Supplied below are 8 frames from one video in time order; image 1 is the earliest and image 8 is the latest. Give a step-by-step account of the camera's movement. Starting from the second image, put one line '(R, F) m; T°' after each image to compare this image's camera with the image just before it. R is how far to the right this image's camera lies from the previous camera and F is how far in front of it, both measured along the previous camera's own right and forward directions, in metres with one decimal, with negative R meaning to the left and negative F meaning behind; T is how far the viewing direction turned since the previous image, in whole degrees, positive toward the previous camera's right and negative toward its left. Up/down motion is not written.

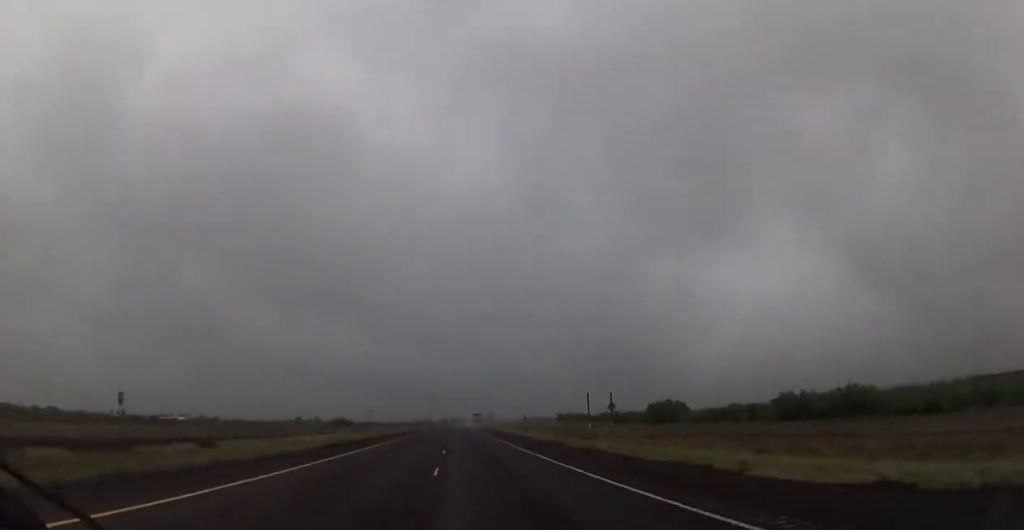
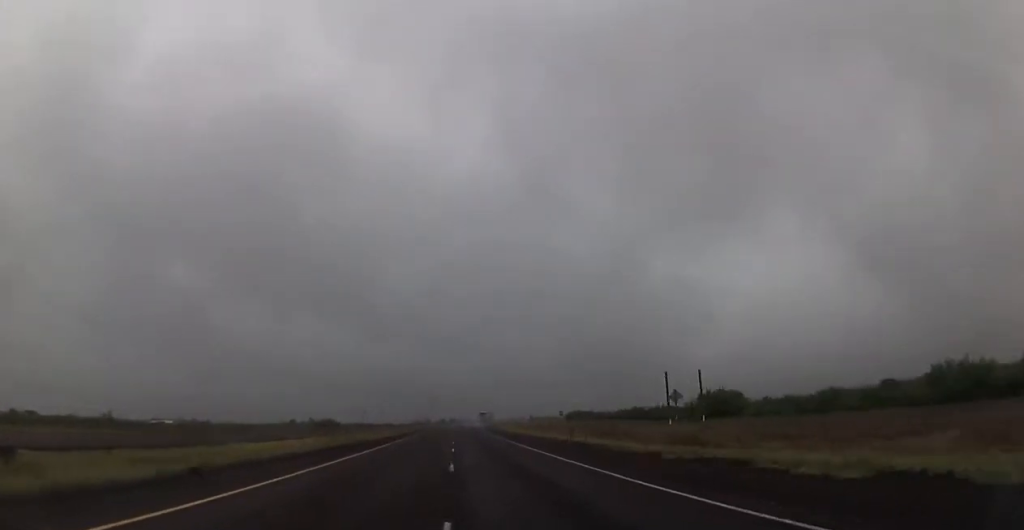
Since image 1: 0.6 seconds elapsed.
(-0.4, +23.0) m; 0°
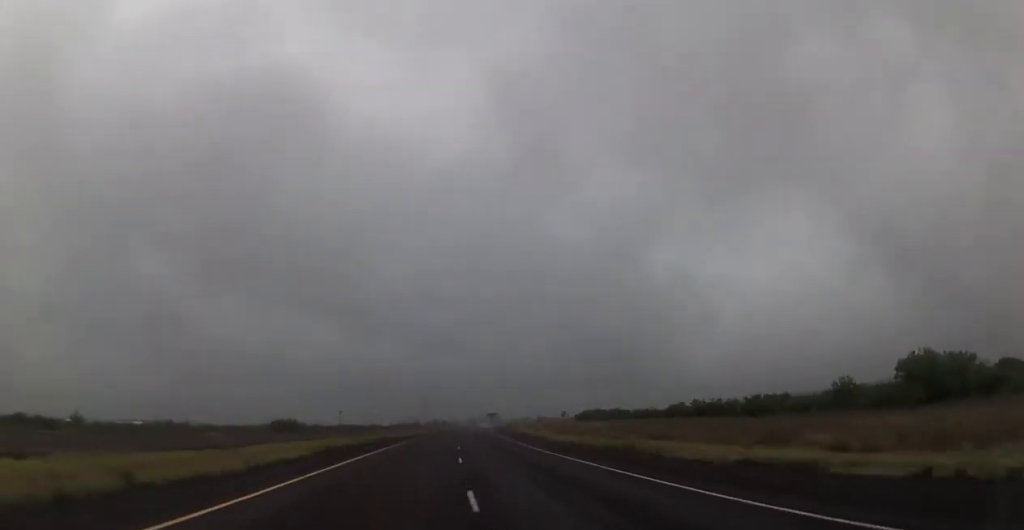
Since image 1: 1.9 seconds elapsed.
(+0.2, +44.8) m; +1°
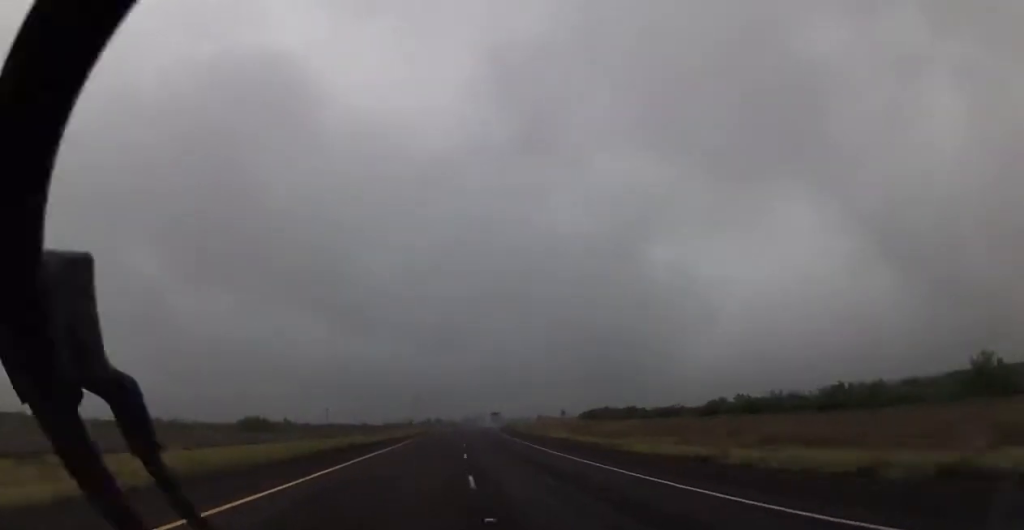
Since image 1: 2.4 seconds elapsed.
(+0.1, +20.6) m; +1°
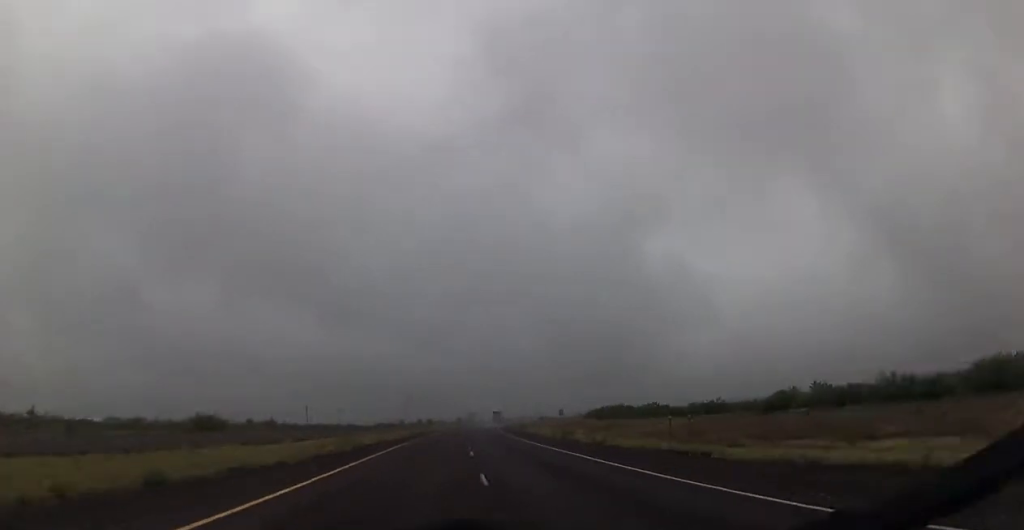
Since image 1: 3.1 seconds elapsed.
(+0.1, +24.2) m; 0°
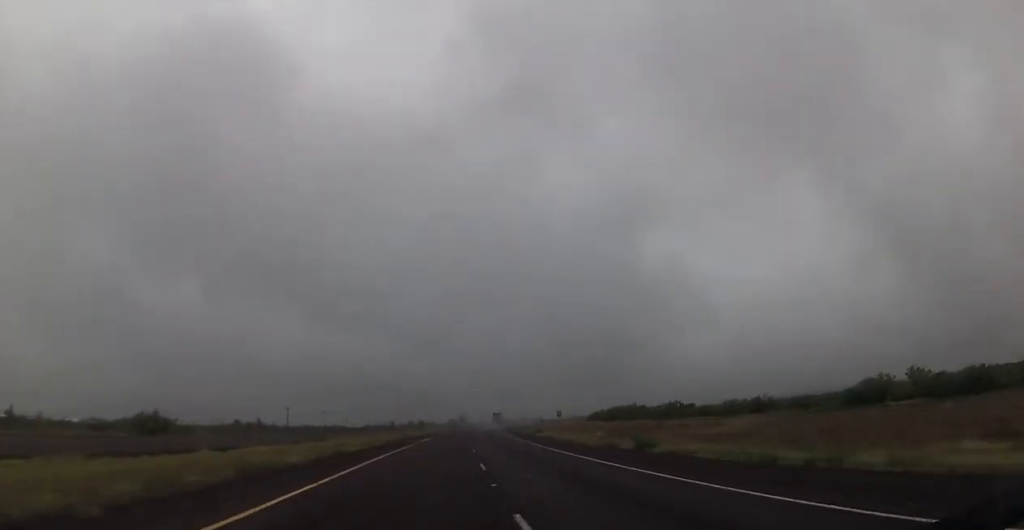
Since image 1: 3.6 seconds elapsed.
(+0.1, +19.3) m; 0°
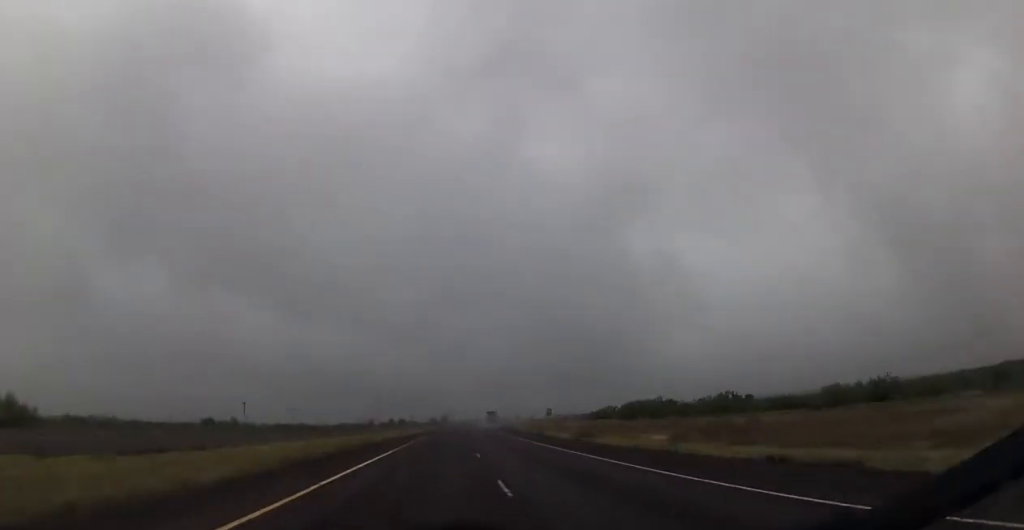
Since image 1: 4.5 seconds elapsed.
(+0.2, +31.4) m; +1°
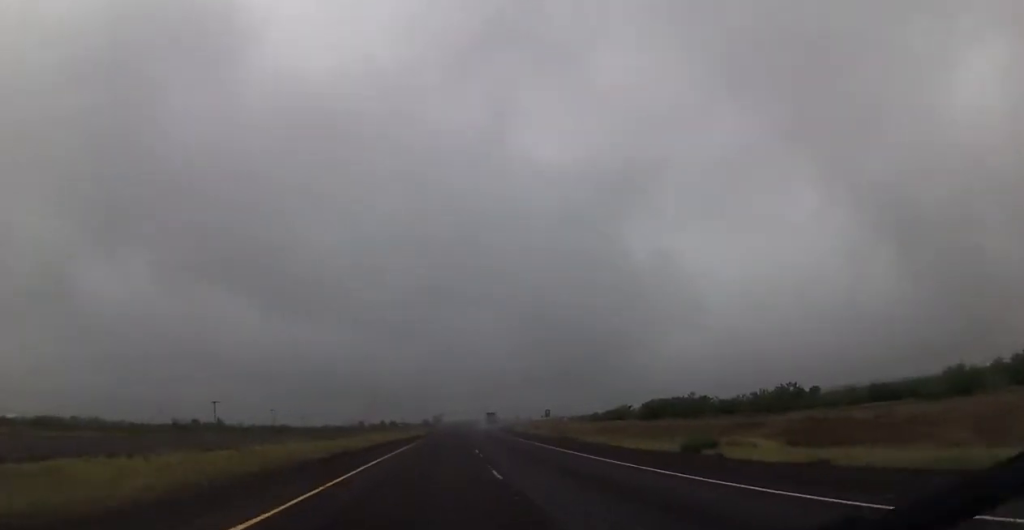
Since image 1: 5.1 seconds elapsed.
(-0.1, +20.6) m; +1°
